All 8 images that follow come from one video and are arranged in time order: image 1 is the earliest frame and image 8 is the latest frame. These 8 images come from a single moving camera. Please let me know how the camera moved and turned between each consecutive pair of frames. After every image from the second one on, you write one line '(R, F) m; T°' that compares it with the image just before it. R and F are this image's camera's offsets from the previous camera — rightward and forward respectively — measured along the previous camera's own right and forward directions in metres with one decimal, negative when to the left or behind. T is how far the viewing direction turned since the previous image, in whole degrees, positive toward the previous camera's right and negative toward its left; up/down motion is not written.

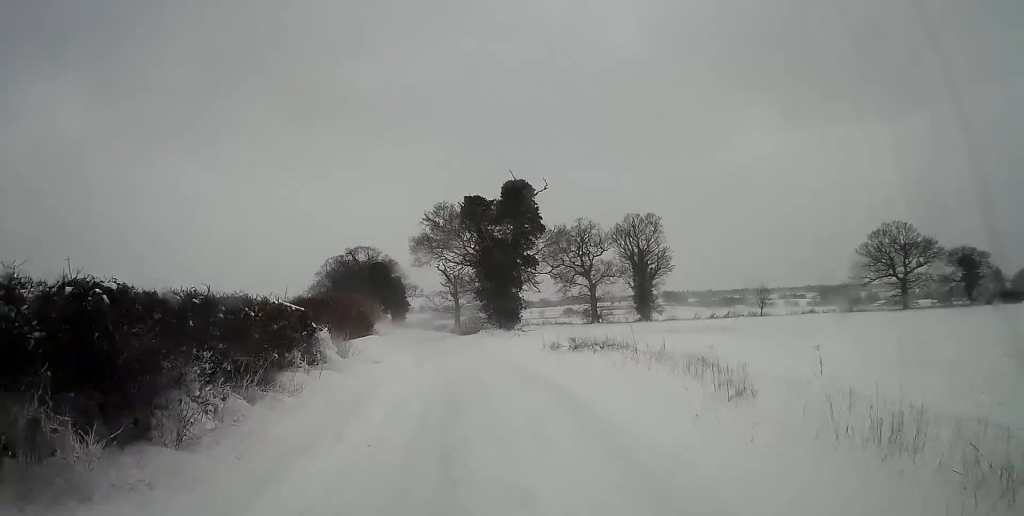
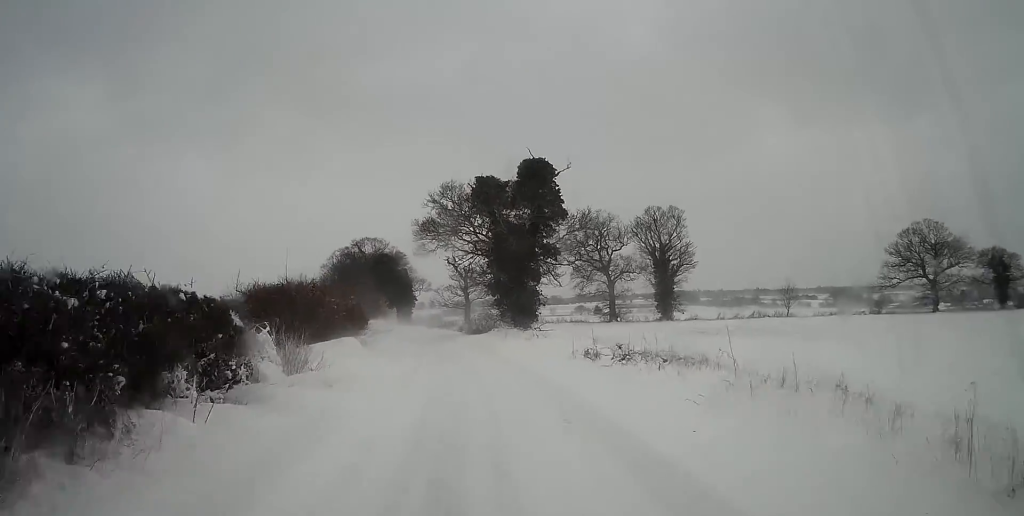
(-0.1, +5.9) m; -1°
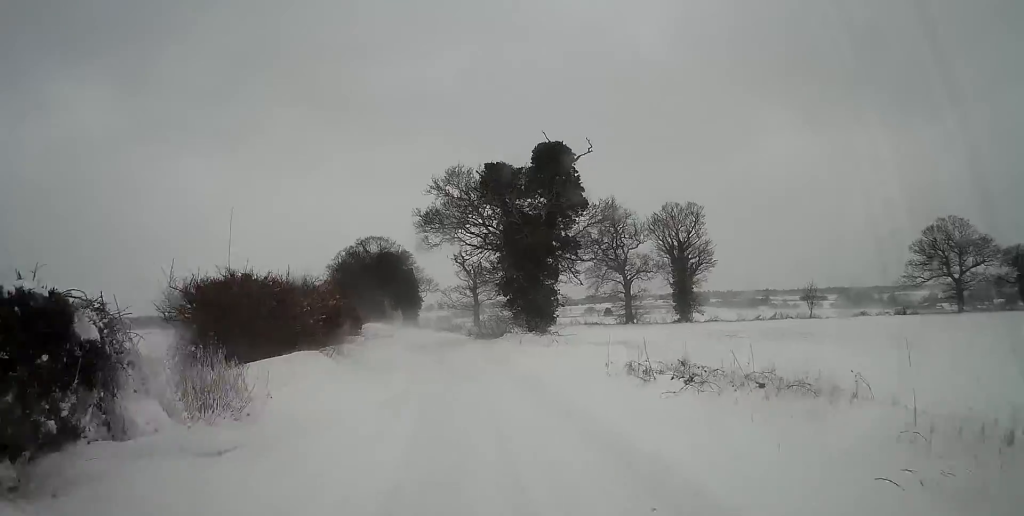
(0.0, +4.5) m; -1°
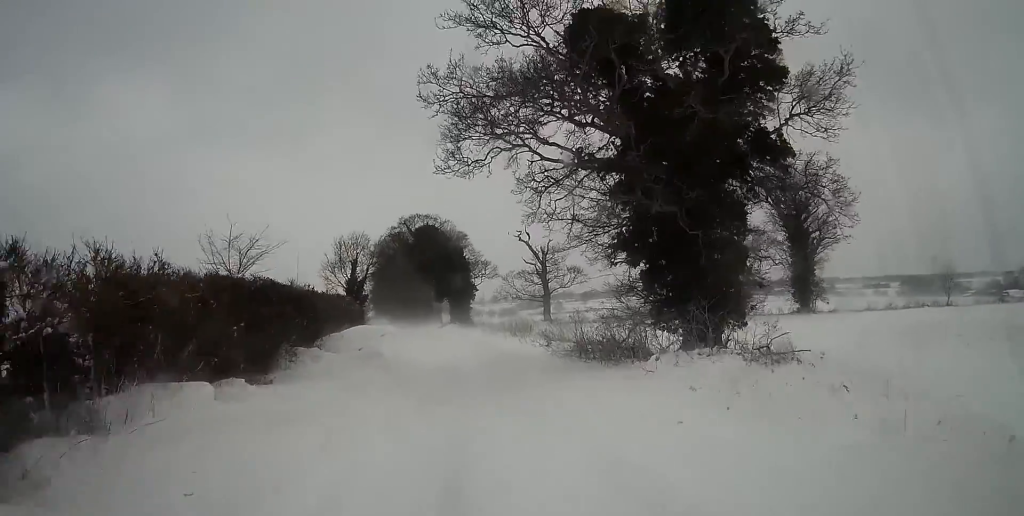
(-1.0, +20.4) m; -7°
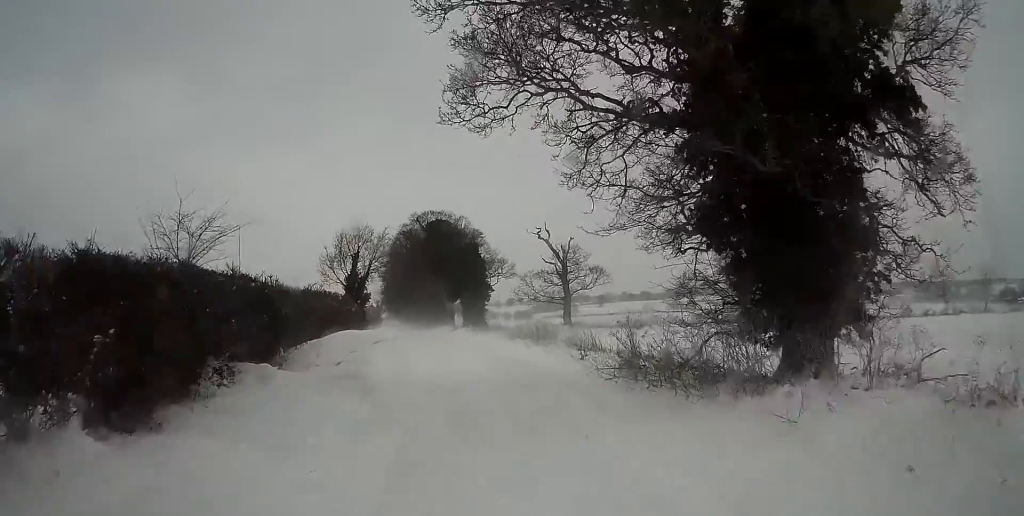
(-0.2, +5.2) m; -2°
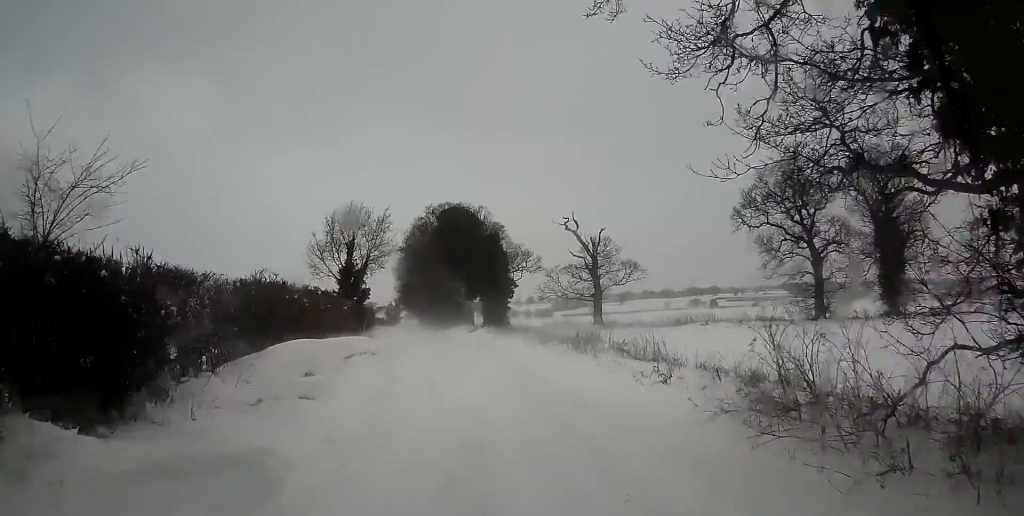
(-0.1, +6.8) m; -1°
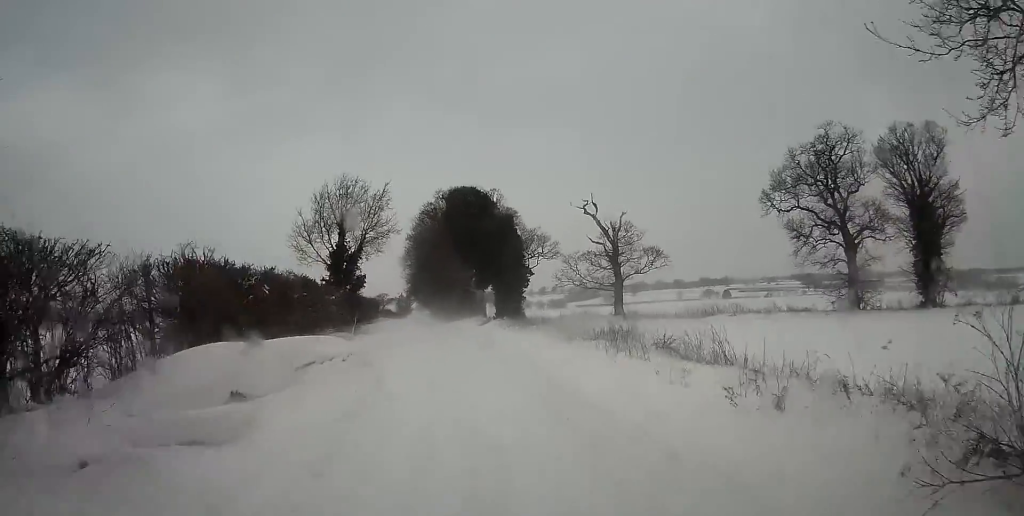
(0.0, +4.6) m; 0°
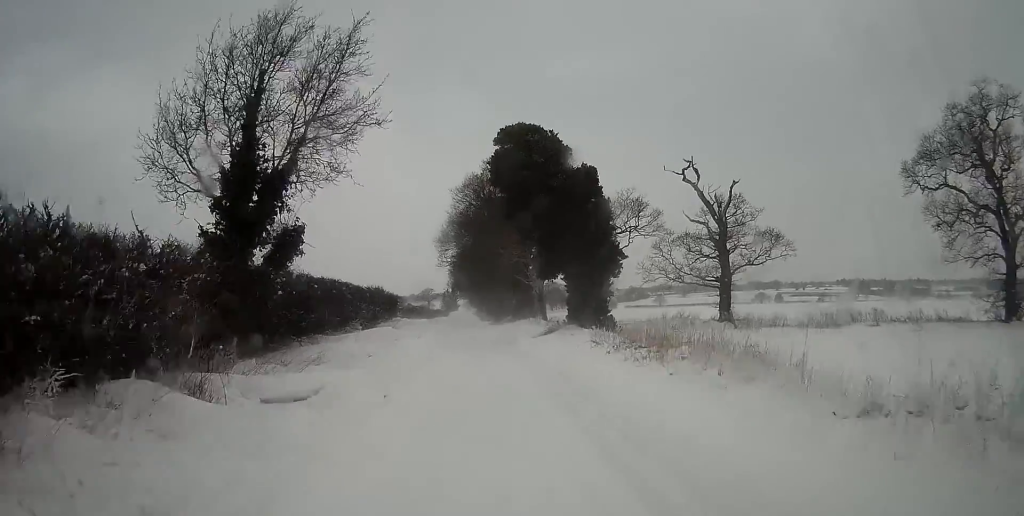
(0.0, +16.4) m; 0°
